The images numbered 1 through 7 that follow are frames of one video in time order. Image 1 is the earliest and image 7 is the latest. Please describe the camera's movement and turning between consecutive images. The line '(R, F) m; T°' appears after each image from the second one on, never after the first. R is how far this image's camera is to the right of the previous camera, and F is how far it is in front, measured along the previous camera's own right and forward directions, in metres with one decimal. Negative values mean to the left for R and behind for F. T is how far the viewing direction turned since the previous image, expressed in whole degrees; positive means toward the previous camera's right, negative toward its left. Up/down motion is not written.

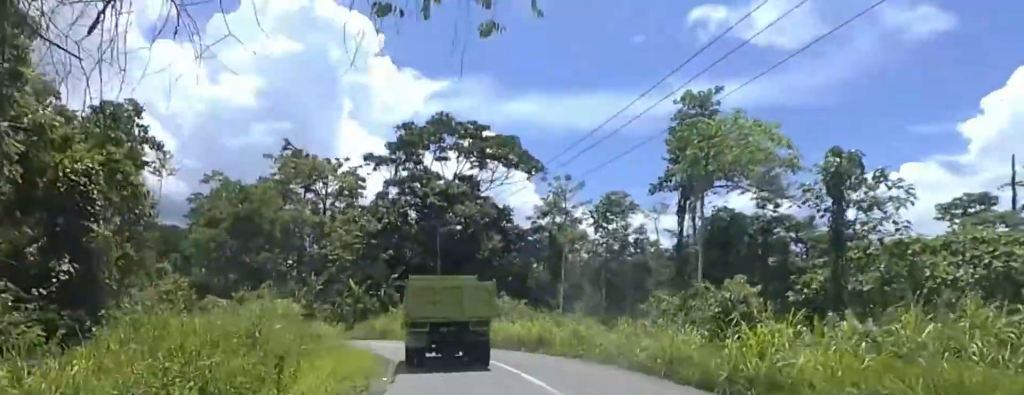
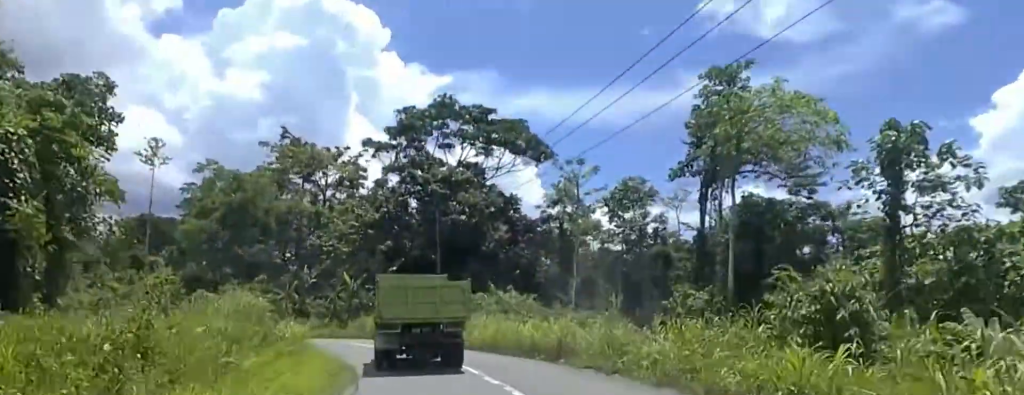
(0.0, +4.8) m; 0°
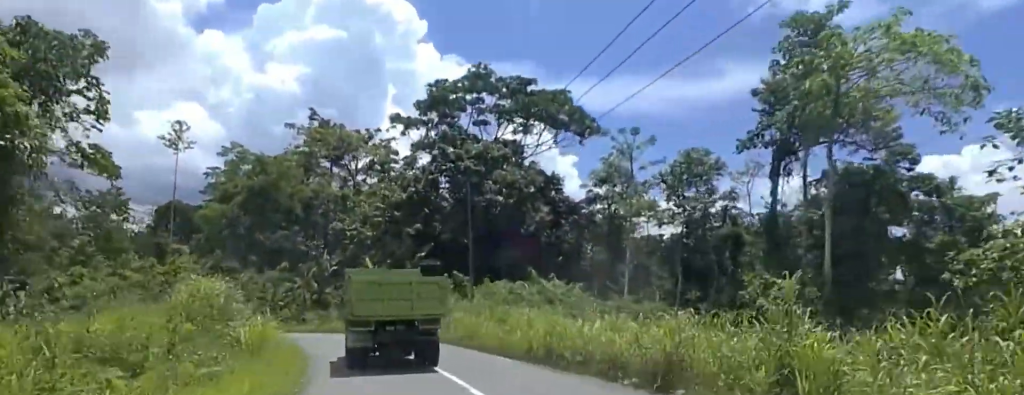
(0.0, +6.8) m; -4°
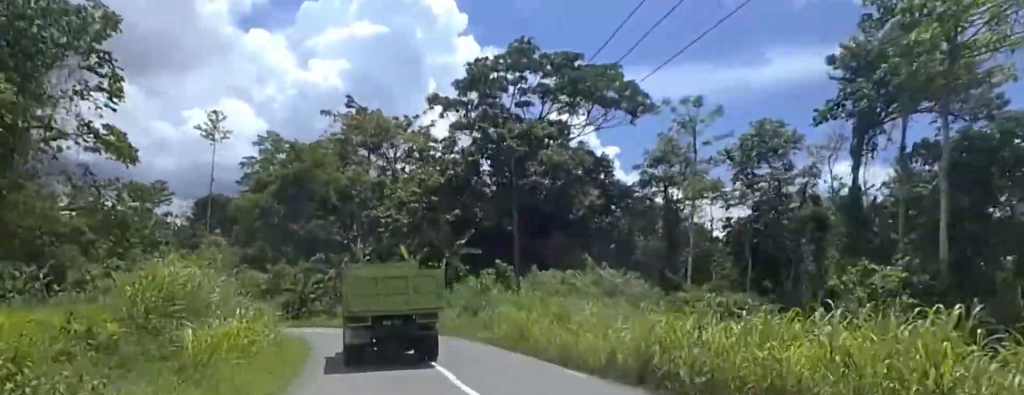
(+0.3, +4.6) m; -4°
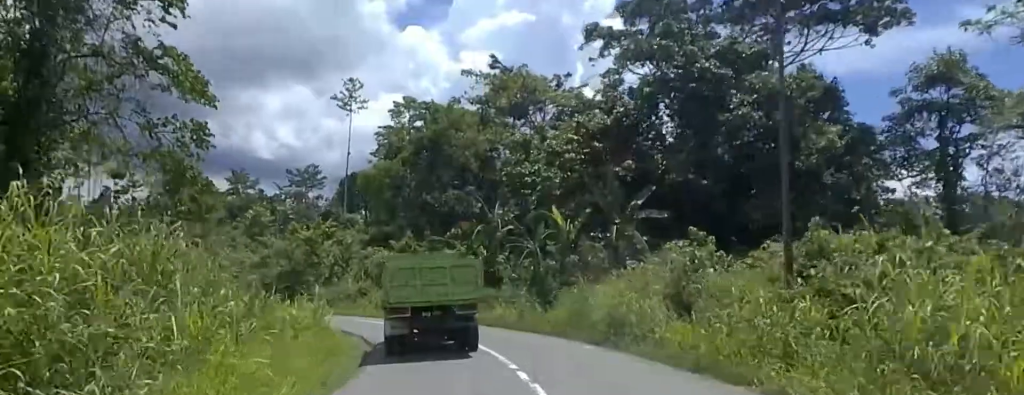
(-3.1, +13.5) m; -23°
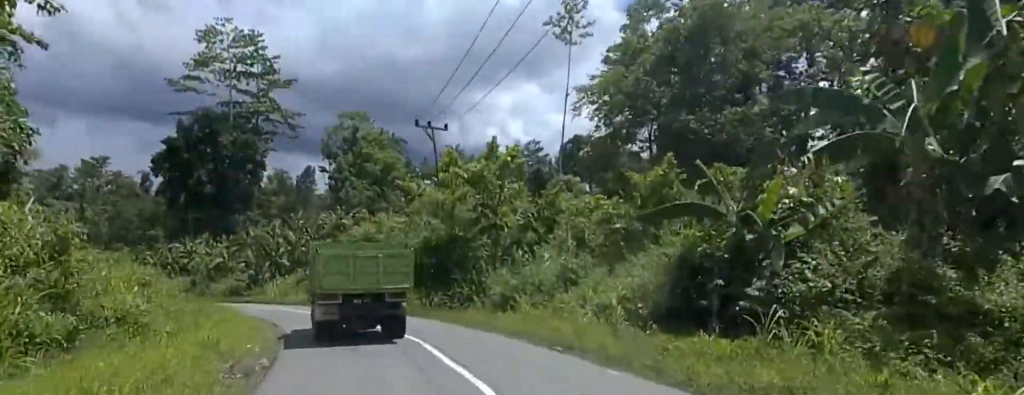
(-3.4, +25.3) m; -8°
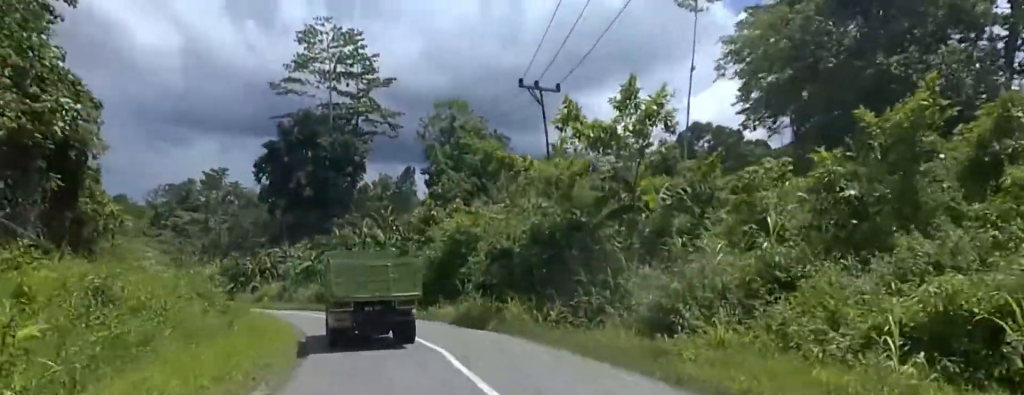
(-0.1, +7.7) m; -5°
